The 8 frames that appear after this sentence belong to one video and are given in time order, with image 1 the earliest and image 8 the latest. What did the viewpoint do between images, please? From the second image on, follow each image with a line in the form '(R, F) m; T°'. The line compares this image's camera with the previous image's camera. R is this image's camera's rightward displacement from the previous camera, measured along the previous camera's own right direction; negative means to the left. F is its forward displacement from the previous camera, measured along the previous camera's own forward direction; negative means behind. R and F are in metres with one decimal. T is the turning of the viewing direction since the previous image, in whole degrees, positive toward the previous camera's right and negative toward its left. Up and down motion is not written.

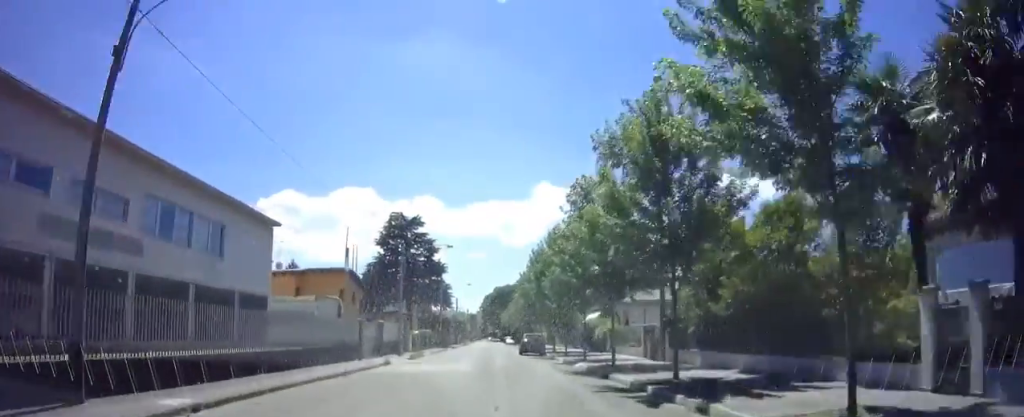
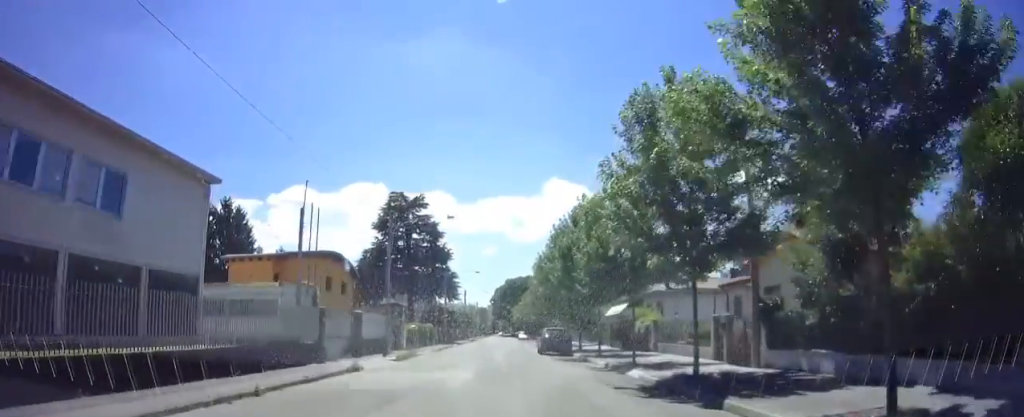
(-0.2, +8.8) m; -1°
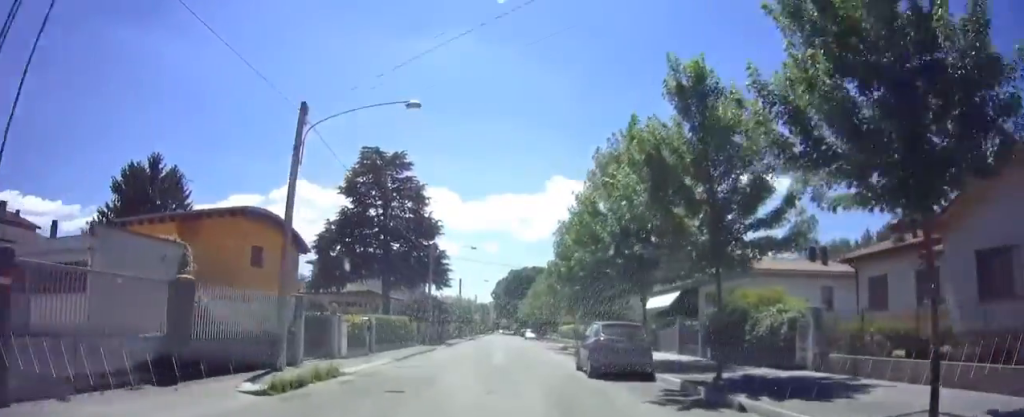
(-0.1, +15.7) m; +1°
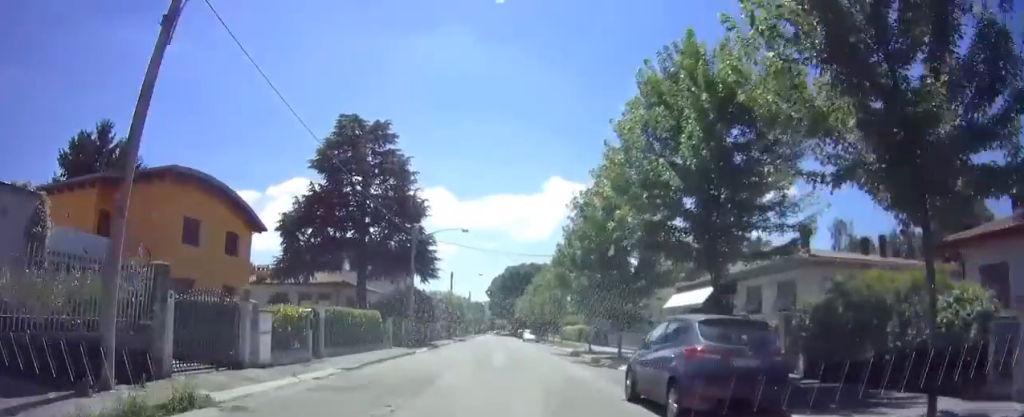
(+0.1, +7.6) m; +1°
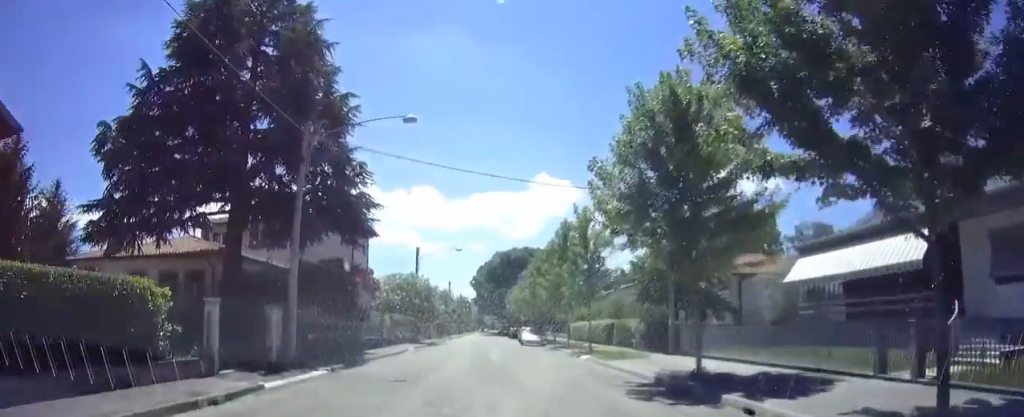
(+0.4, +19.4) m; +2°
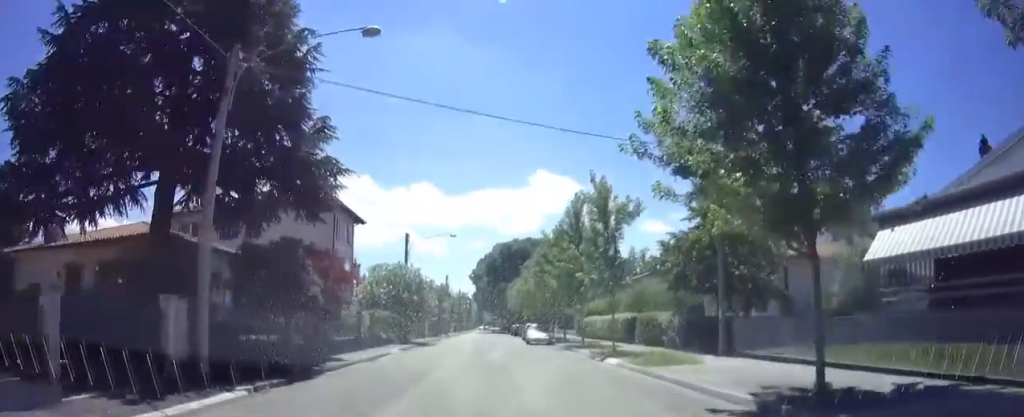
(0.0, +5.5) m; 0°
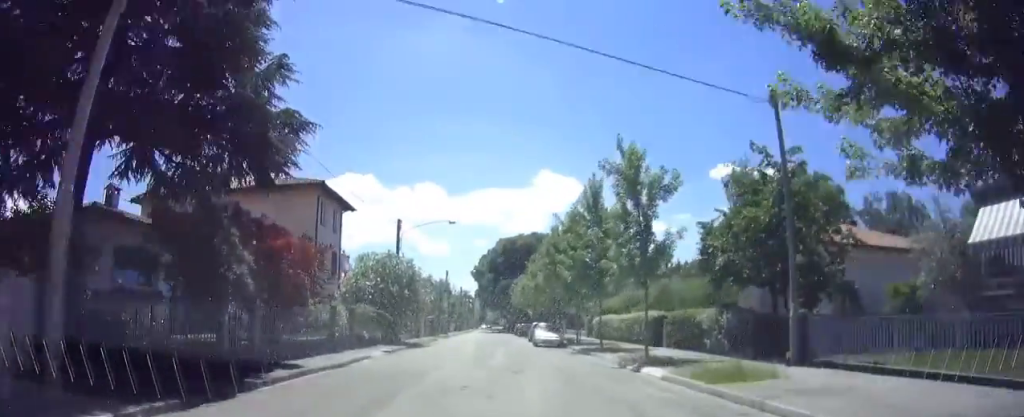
(+0.1, +5.1) m; 0°
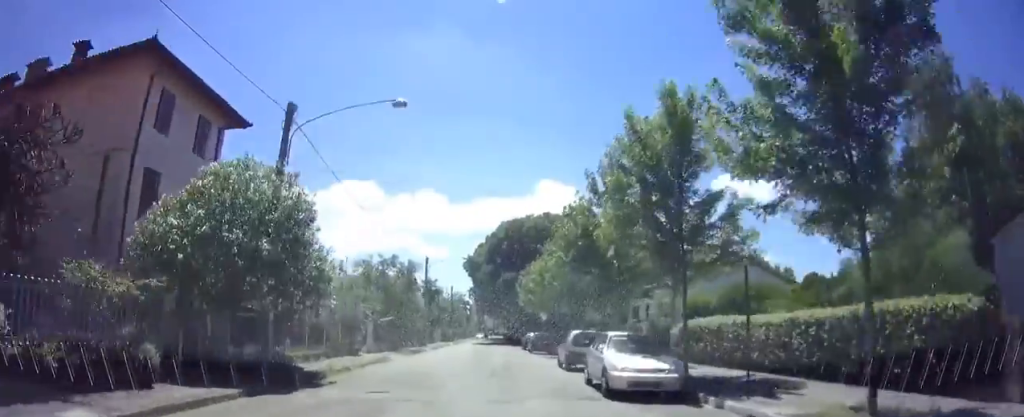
(-0.4, +19.6) m; -1°
